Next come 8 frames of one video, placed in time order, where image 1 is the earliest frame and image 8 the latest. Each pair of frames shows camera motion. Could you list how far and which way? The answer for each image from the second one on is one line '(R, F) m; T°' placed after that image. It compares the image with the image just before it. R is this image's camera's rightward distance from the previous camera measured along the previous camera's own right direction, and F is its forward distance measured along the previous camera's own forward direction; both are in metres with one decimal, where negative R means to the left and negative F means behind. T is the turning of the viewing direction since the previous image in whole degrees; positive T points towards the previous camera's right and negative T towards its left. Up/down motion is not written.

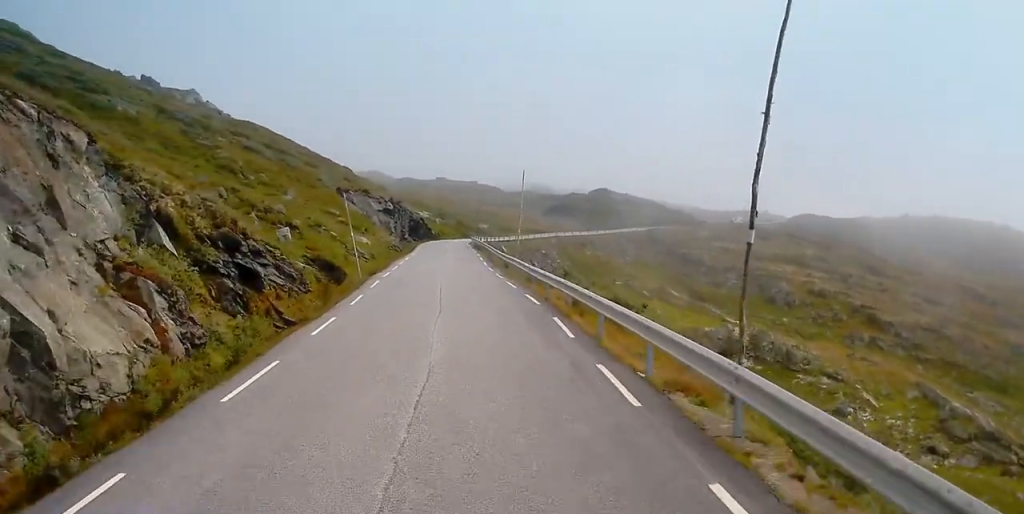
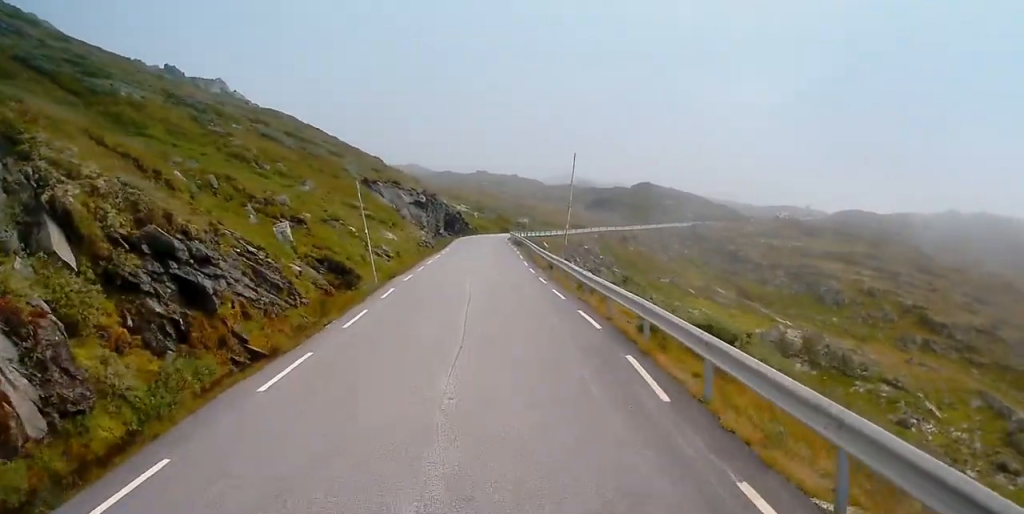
(0.0, +6.4) m; 0°
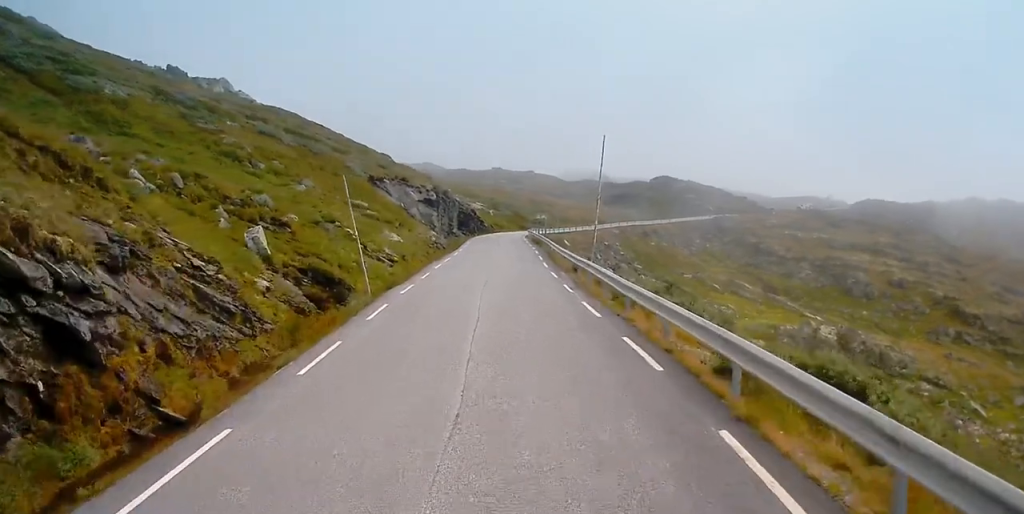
(0.0, +5.2) m; 0°
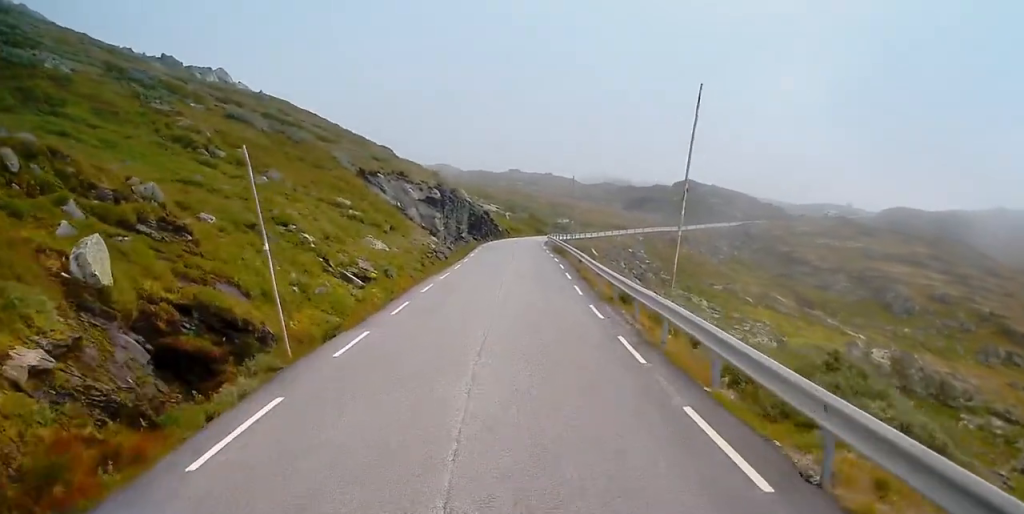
(0.0, +11.1) m; 0°
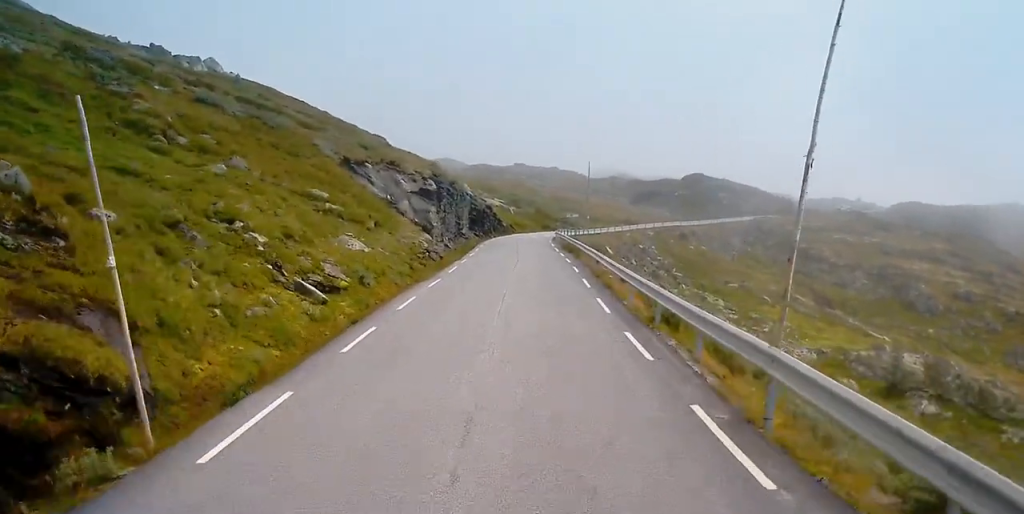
(0.0, +6.1) m; 0°
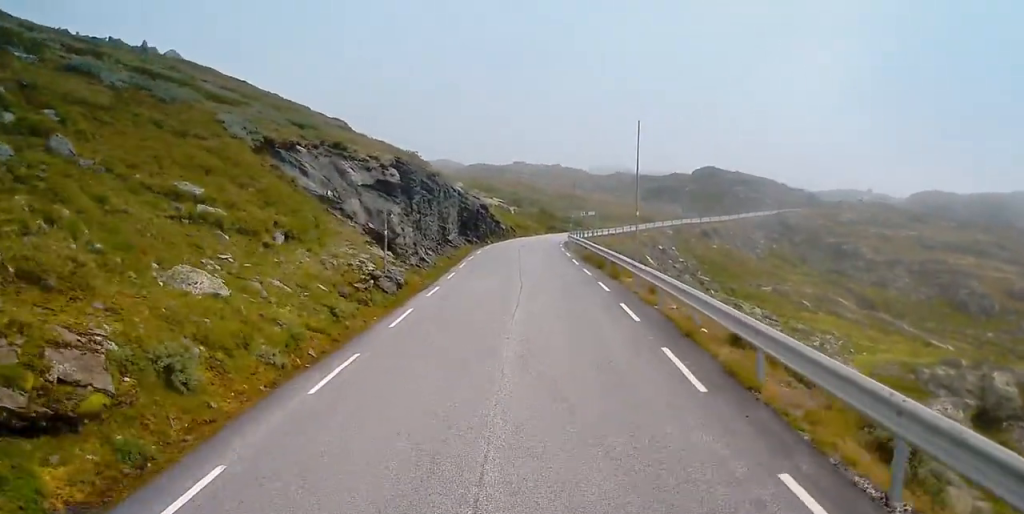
(0.0, +14.5) m; 0°
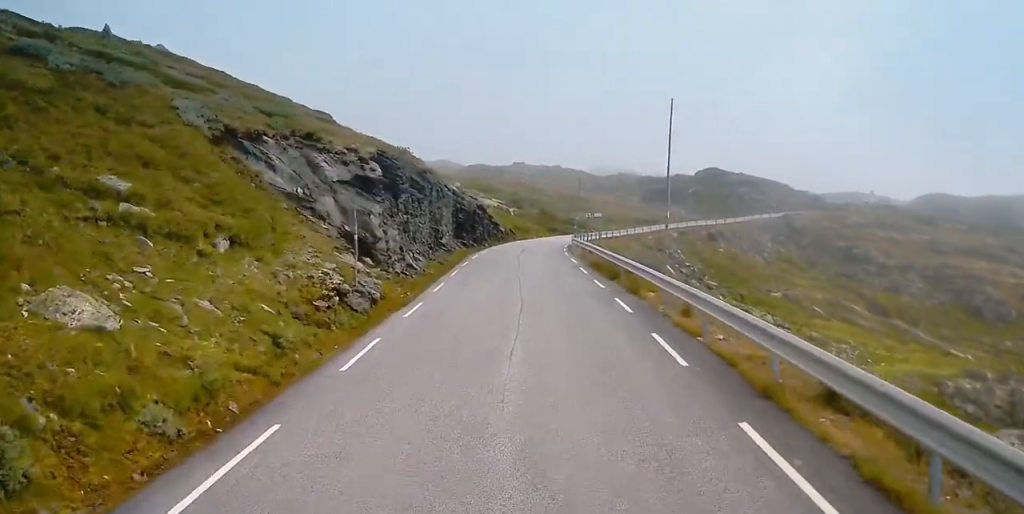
(0.0, +4.4) m; 0°
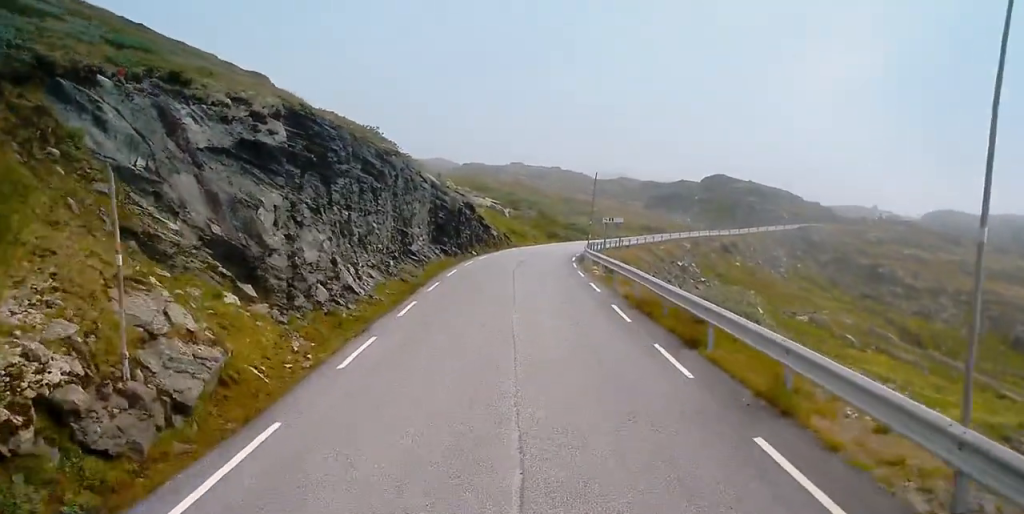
(0.0, +12.0) m; 0°
